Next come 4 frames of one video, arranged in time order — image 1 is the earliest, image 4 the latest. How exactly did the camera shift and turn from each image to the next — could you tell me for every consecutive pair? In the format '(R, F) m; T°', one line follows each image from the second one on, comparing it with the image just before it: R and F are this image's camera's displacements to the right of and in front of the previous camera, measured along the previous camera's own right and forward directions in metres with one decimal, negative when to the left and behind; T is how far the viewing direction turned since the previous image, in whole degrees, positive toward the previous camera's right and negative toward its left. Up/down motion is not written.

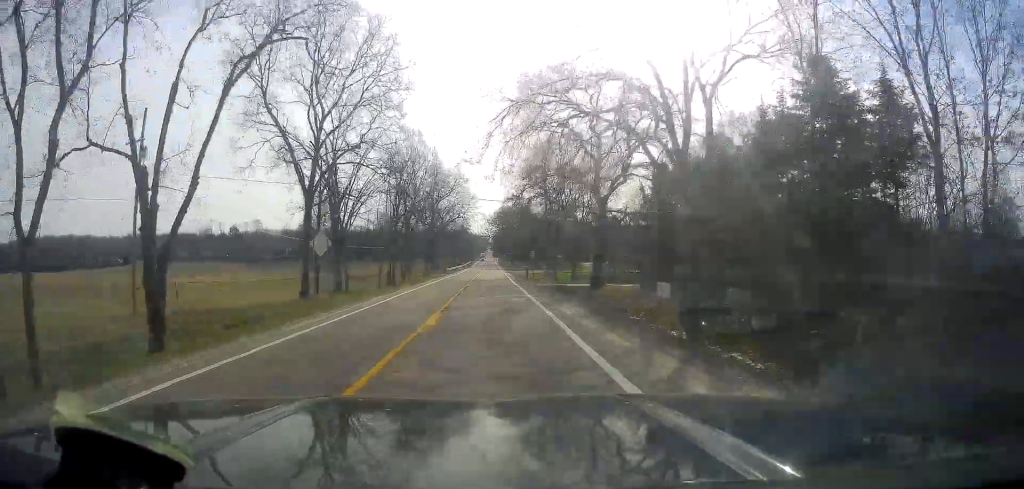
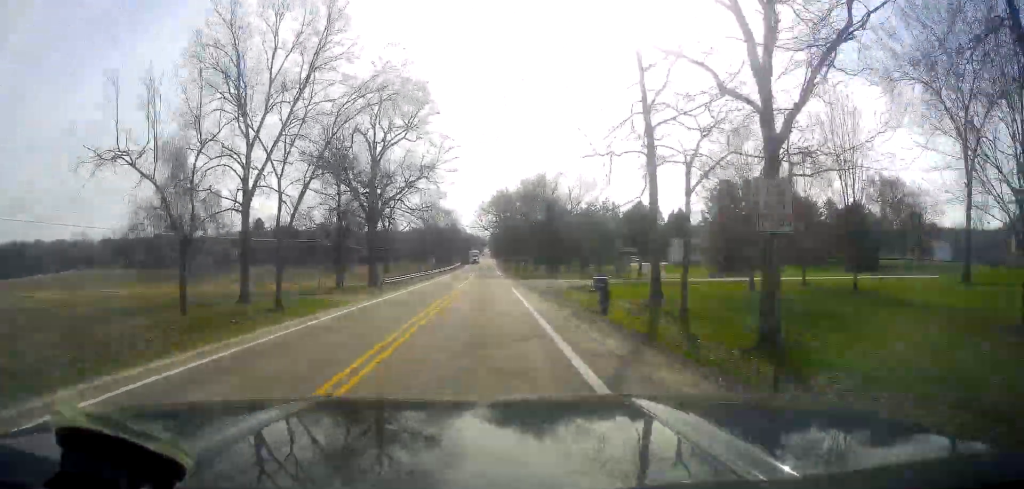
(+1.4, +53.8) m; +2°
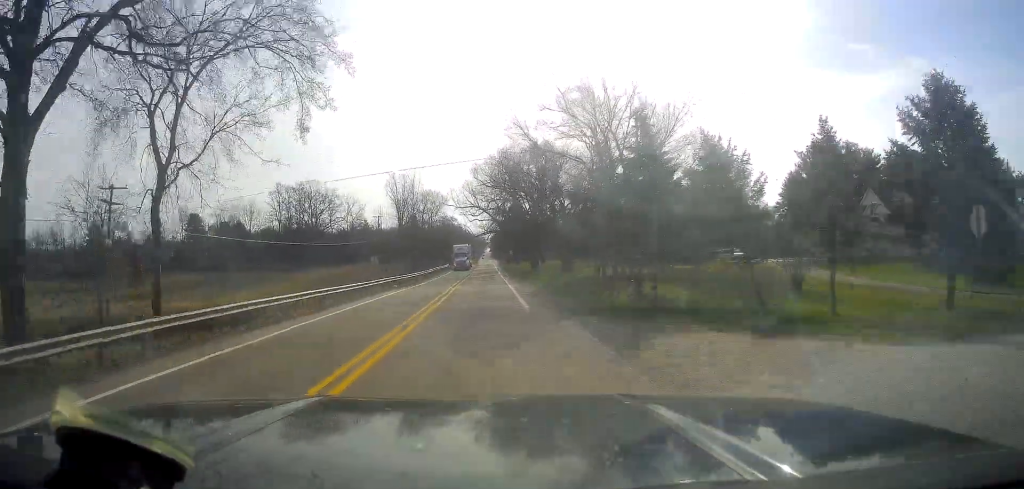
(0.0, +48.0) m; 0°
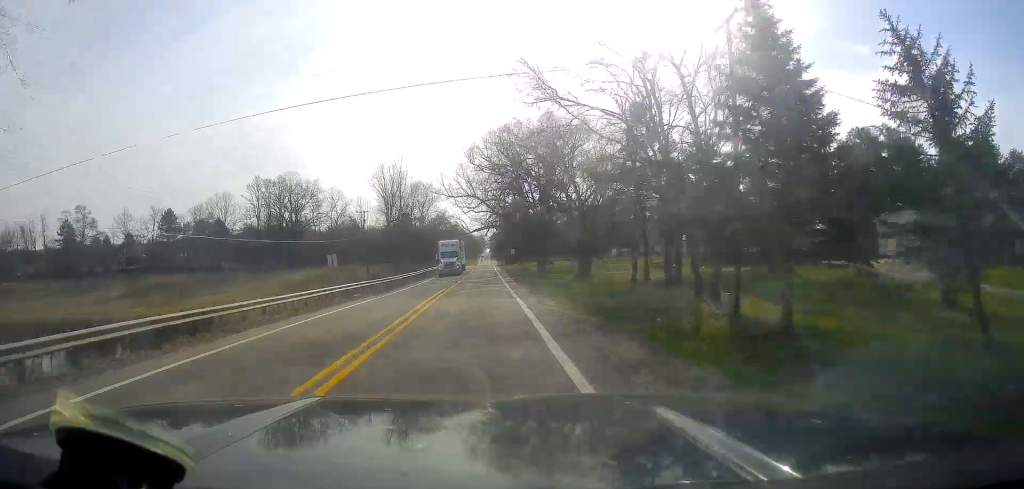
(+0.1, +13.9) m; -1°
